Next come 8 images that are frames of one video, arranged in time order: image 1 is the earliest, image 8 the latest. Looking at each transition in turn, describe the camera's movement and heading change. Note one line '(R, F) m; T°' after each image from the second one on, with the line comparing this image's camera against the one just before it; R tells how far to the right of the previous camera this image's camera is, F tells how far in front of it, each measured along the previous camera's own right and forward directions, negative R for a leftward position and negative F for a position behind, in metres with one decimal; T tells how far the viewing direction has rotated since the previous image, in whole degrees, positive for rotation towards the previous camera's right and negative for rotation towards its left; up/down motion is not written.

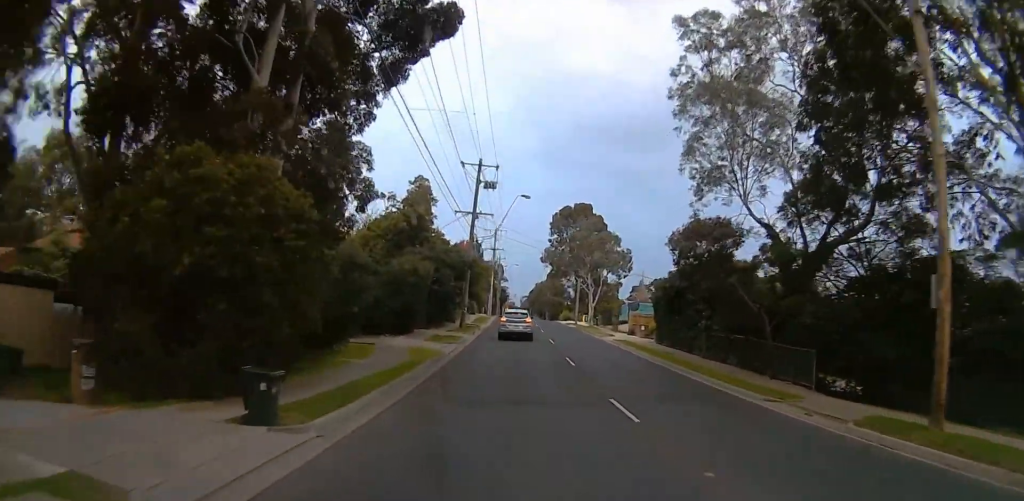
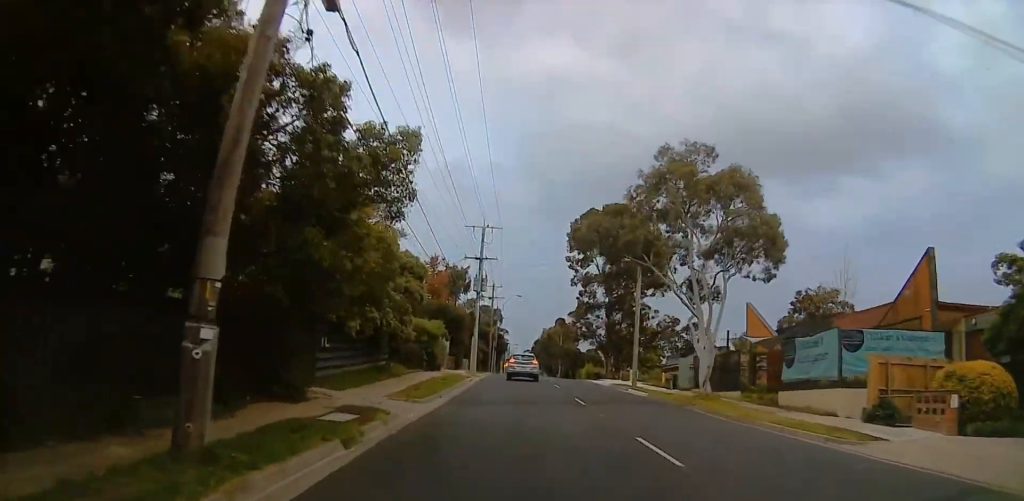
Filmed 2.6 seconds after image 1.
(+1.7, +37.0) m; +1°
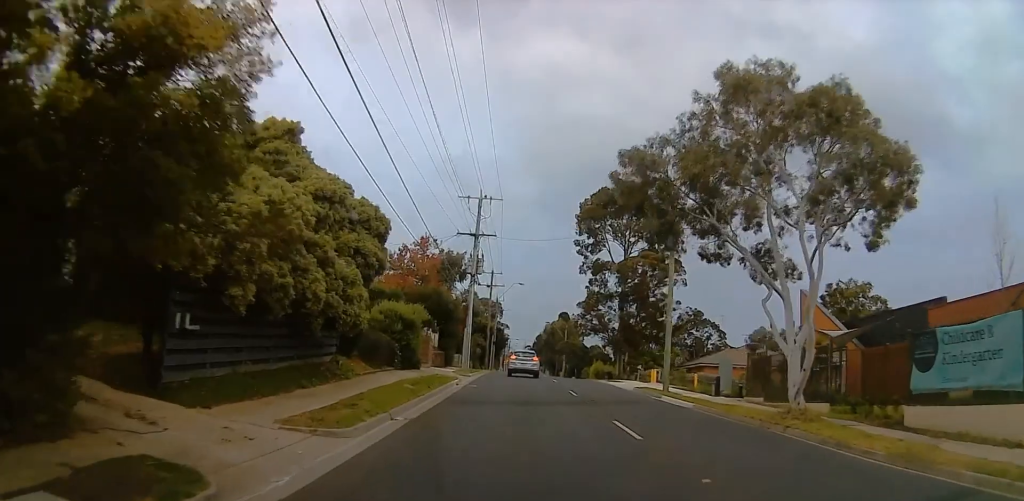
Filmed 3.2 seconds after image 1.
(0.0, +8.5) m; 0°
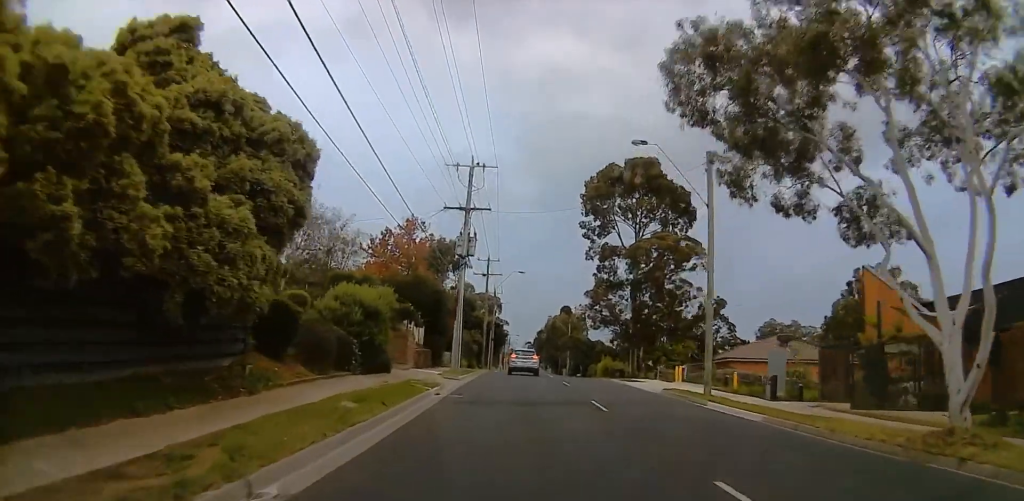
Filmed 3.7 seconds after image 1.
(0.0, +7.1) m; 0°
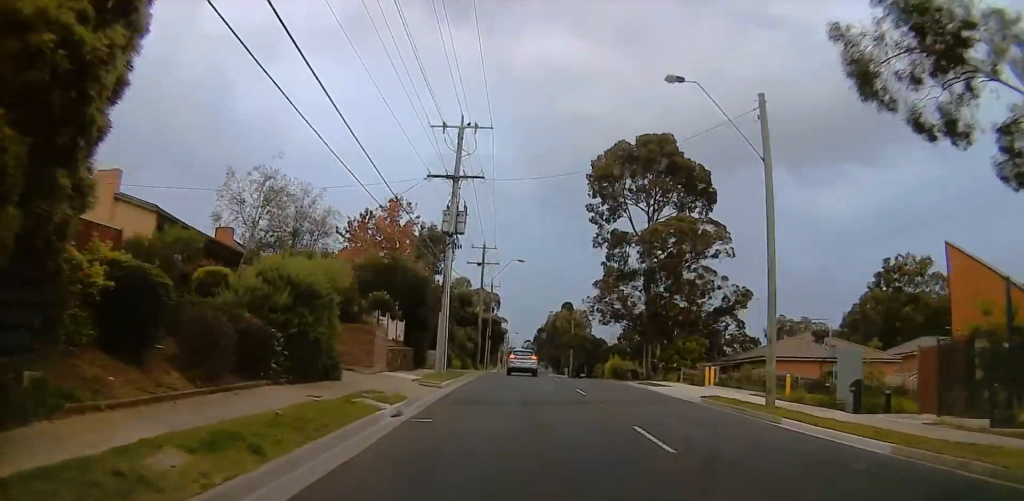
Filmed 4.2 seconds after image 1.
(+0.1, +6.7) m; -1°
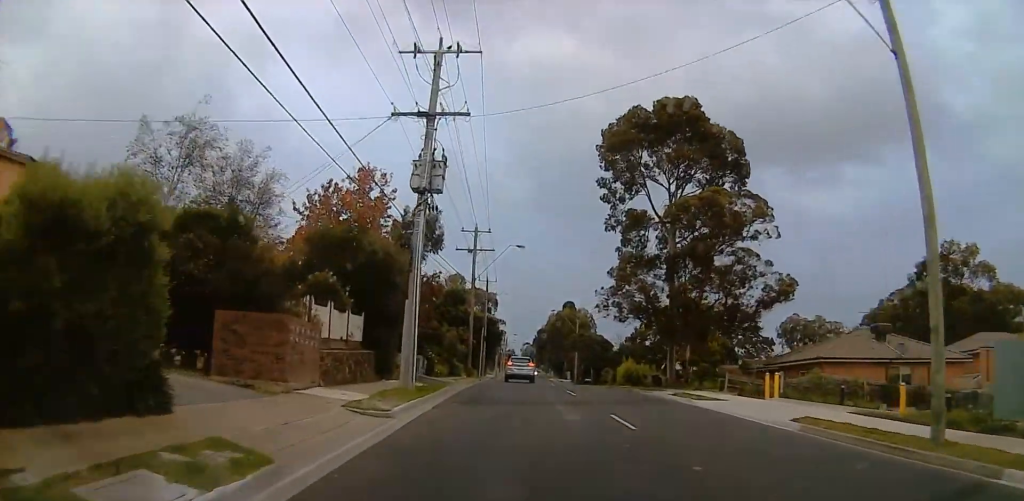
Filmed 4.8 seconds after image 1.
(0.0, +8.6) m; -2°
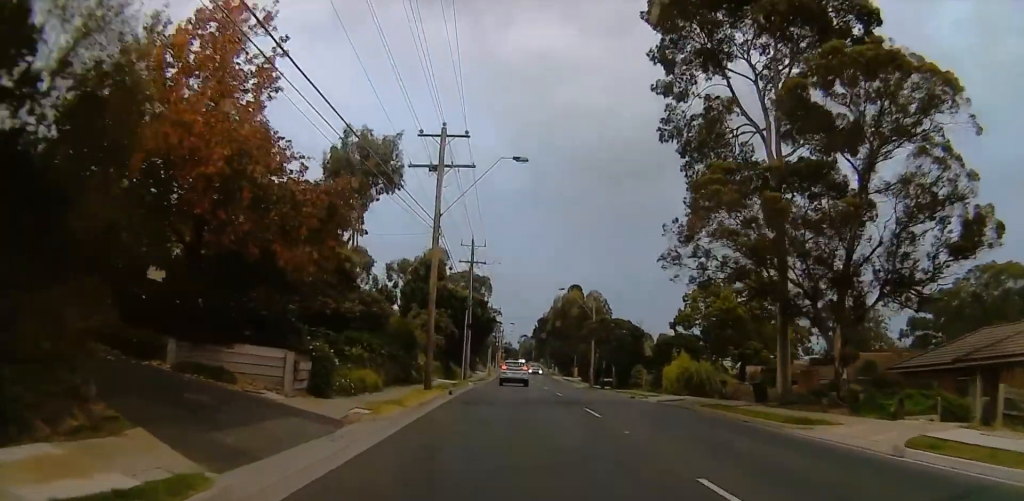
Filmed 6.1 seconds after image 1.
(-0.8, +19.4) m; -1°
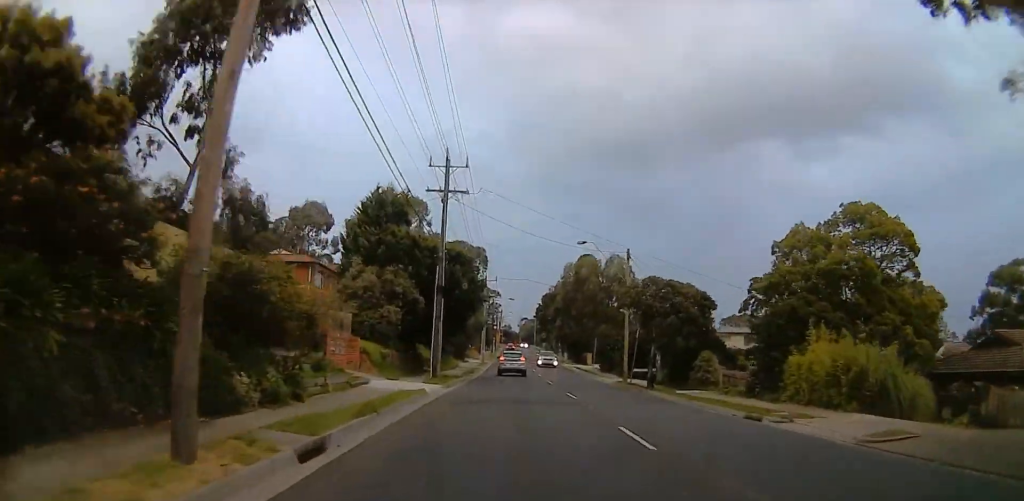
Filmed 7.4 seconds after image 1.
(+0.7, +18.4) m; +3°
